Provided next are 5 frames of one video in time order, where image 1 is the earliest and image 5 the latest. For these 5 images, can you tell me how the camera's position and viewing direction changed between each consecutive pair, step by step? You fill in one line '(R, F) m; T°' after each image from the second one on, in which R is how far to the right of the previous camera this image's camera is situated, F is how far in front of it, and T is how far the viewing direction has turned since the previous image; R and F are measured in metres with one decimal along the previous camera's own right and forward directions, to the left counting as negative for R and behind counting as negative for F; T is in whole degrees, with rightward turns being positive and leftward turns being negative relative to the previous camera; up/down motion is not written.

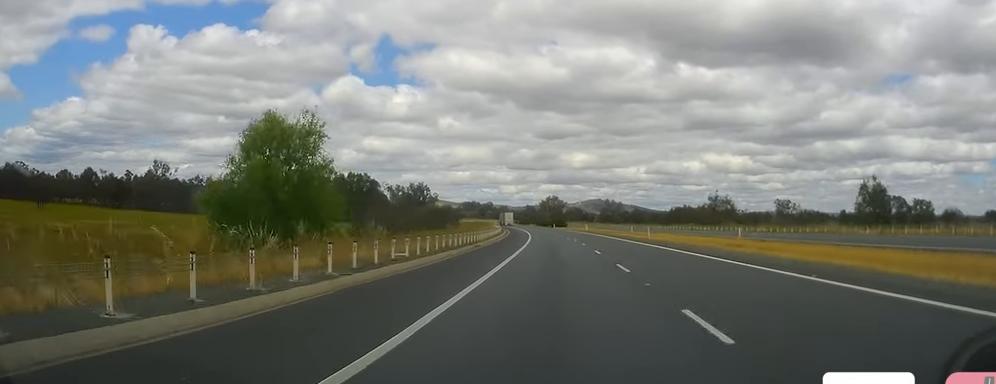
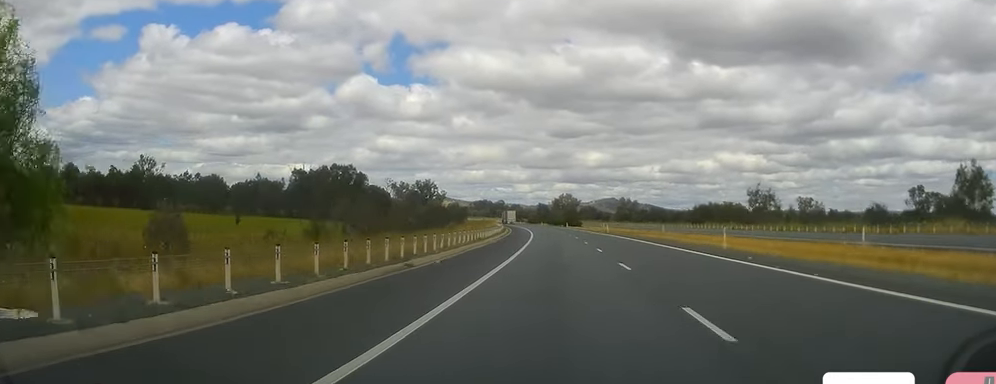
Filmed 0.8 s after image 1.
(-0.6, +24.0) m; -2°
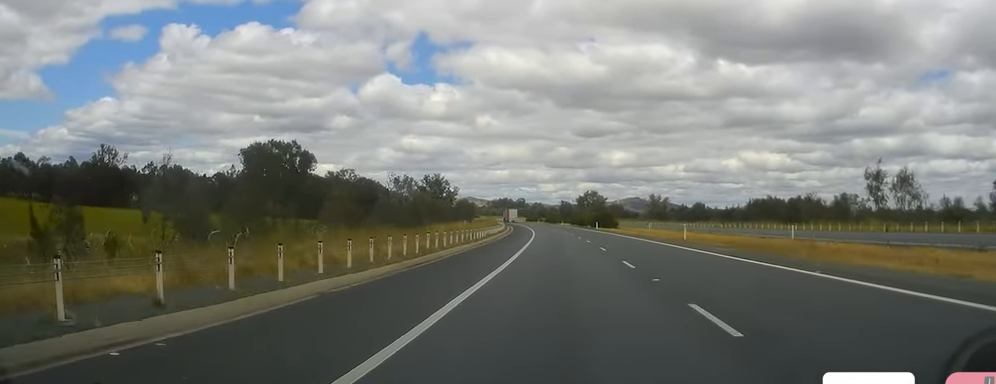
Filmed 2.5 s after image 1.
(+0.1, +48.0) m; -1°
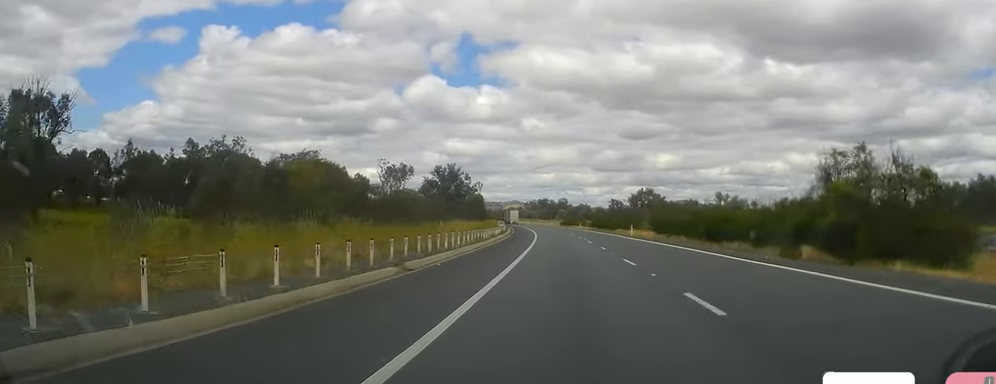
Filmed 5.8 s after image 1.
(-4.0, +94.0) m; -5°
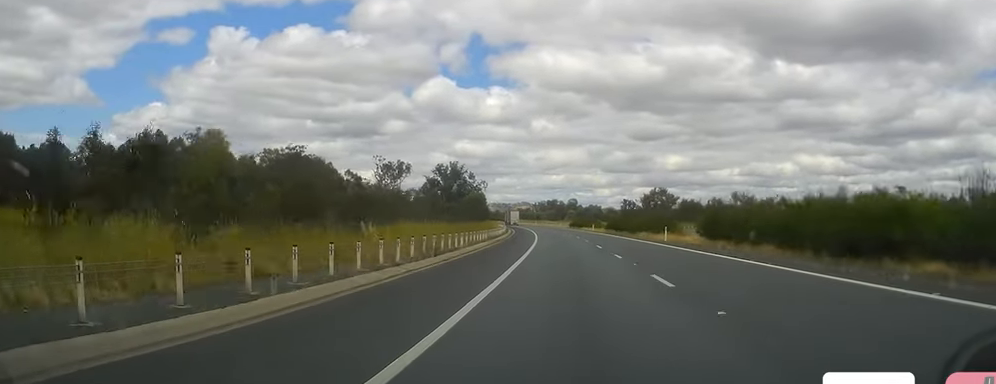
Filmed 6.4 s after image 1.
(+0.2, +19.2) m; 0°
